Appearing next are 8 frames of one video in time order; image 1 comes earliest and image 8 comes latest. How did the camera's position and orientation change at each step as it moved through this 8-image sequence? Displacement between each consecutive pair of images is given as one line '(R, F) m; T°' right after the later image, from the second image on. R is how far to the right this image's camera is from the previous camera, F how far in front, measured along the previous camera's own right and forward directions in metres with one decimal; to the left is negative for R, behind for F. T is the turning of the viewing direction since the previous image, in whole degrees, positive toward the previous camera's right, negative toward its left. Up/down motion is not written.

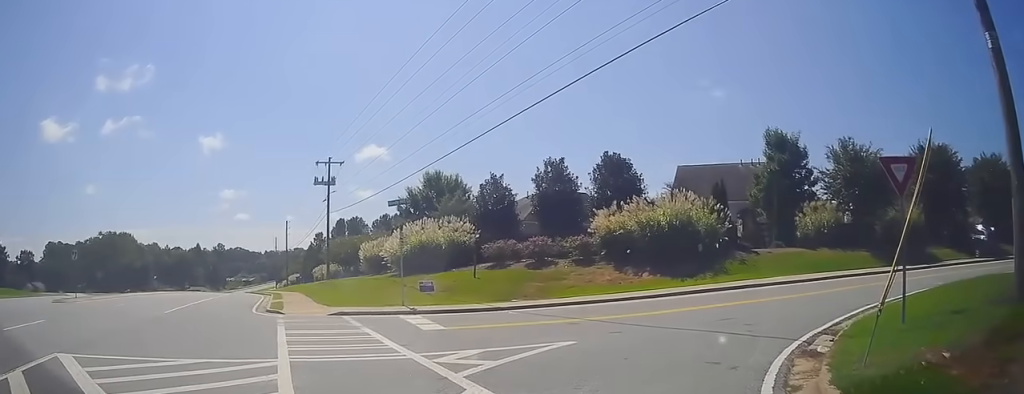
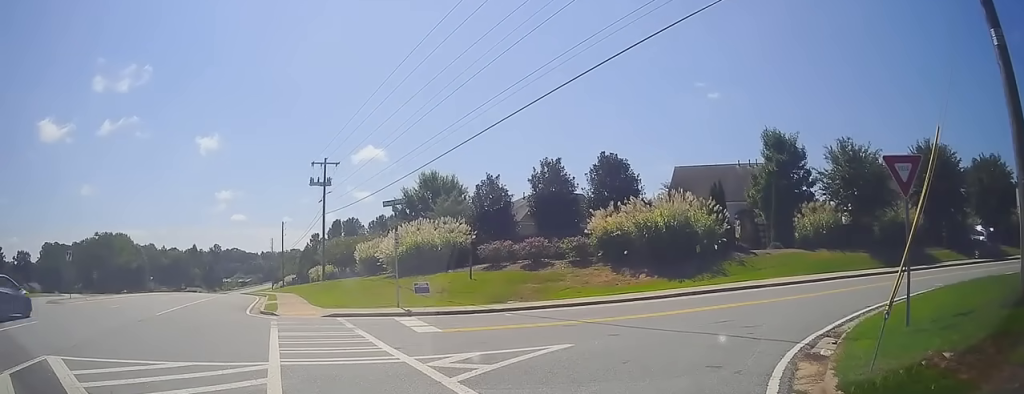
(+0.7, +1.2) m; 0°
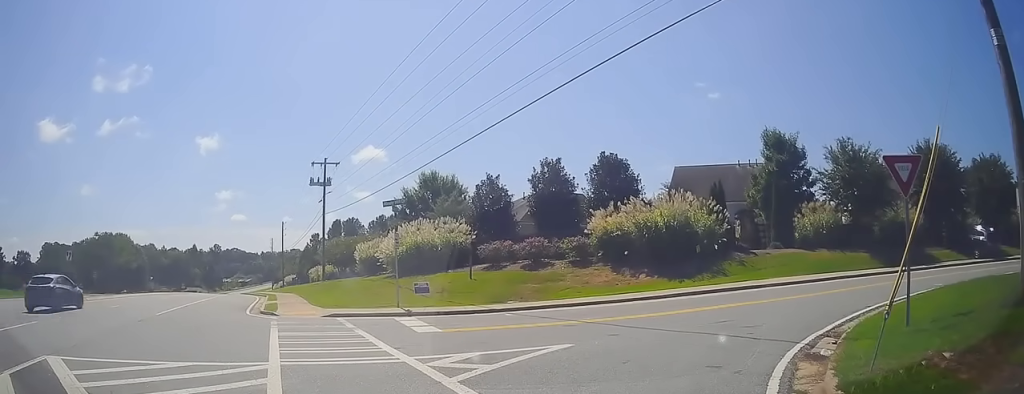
(+0.1, +0.2) m; 0°
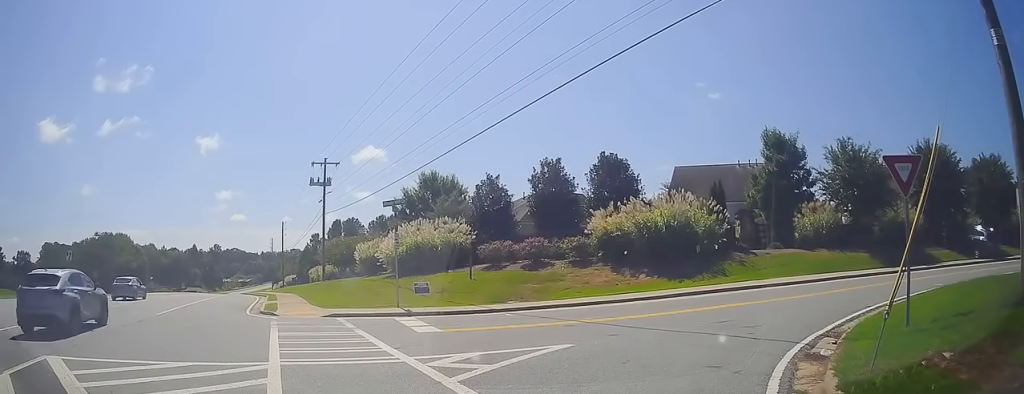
(0.0, +0.2) m; 0°
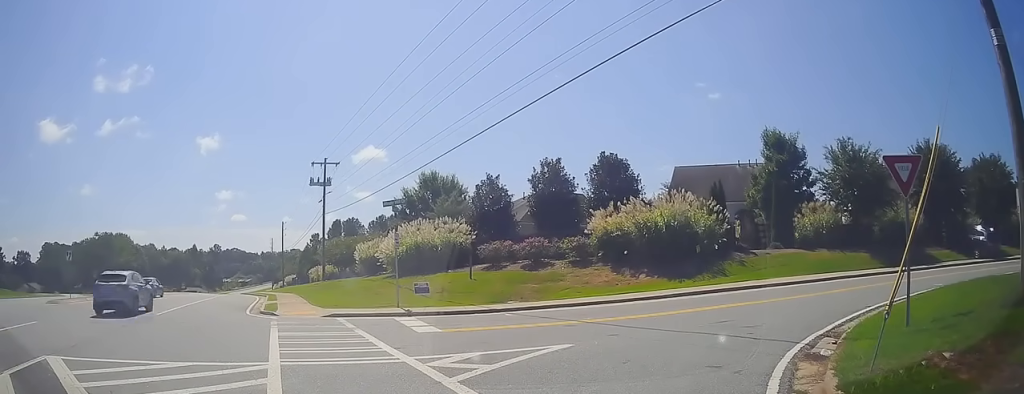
(0.0, 0.0) m; 0°
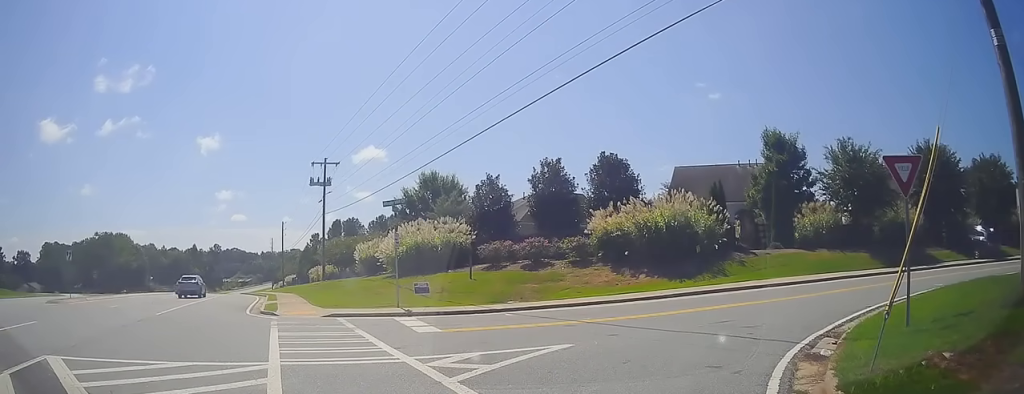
(0.0, 0.0) m; 0°
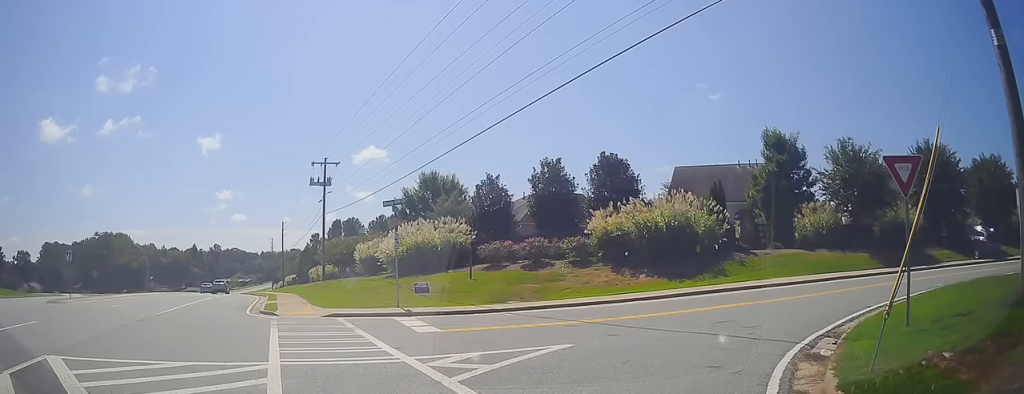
(0.0, 0.0) m; 0°
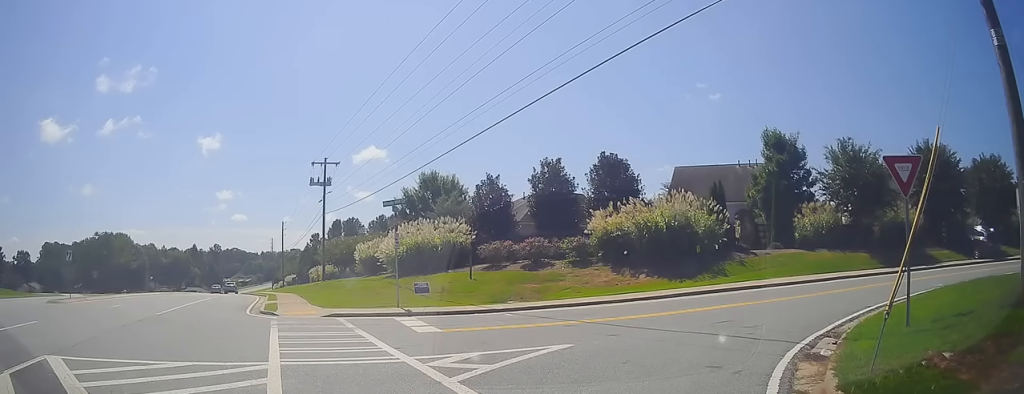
(0.0, 0.0) m; 0°
